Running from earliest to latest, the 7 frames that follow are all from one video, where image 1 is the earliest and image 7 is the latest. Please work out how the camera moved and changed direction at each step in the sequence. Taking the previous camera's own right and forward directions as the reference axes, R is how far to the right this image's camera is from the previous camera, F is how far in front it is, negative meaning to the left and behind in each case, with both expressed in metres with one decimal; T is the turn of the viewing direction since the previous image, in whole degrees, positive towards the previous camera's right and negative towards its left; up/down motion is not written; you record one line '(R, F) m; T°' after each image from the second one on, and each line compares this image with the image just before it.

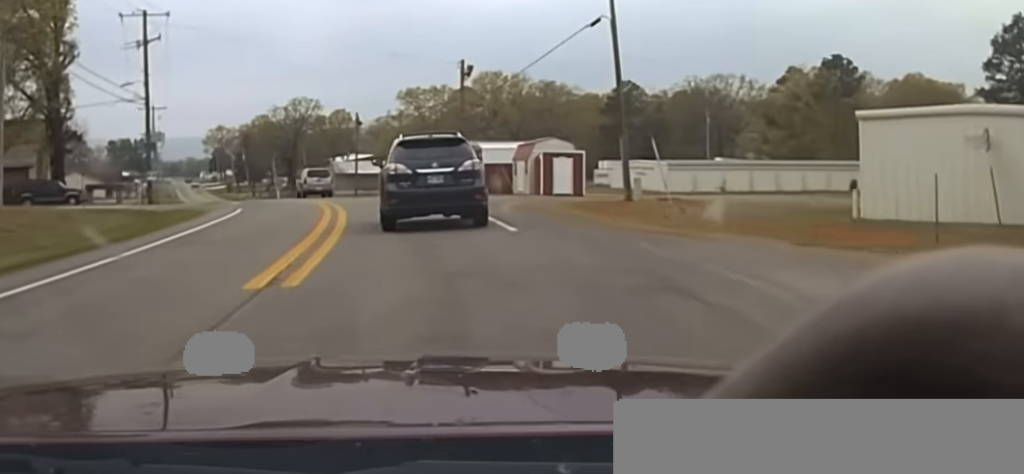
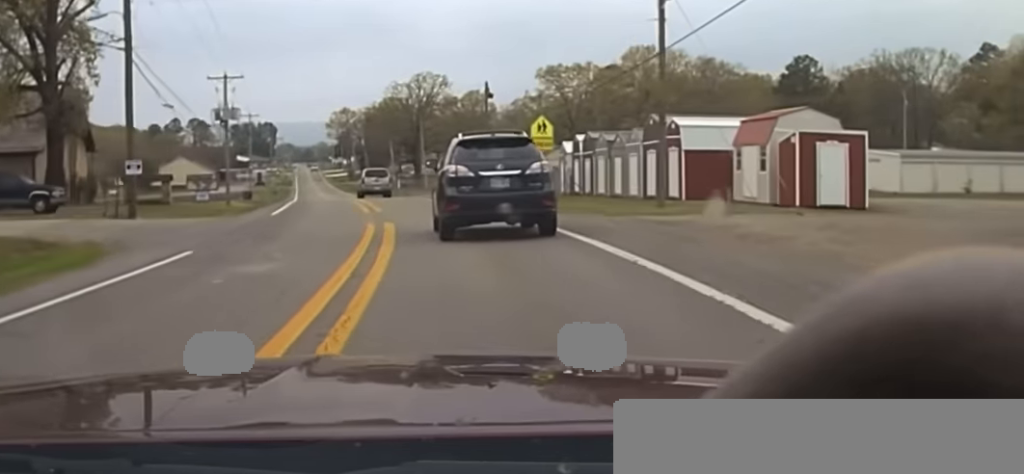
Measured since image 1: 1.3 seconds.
(-1.0, +26.5) m; -7°
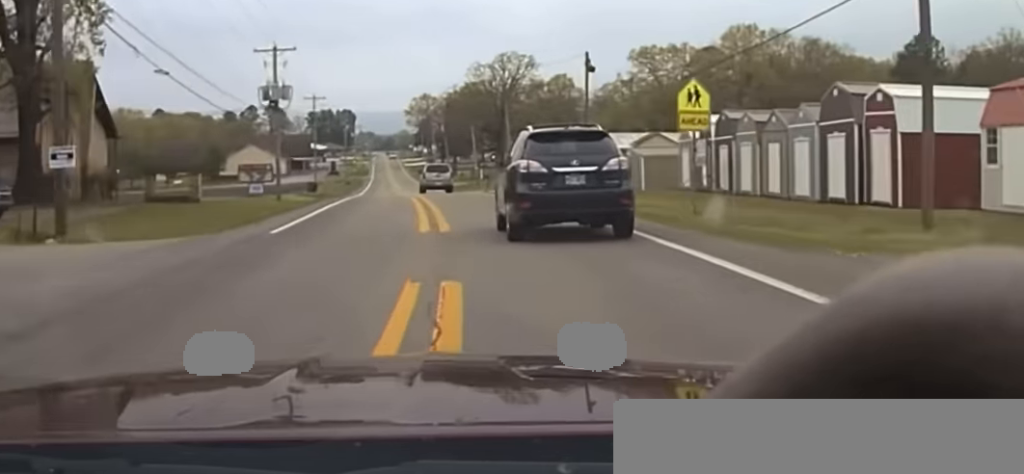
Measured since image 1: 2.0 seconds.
(-0.9, +12.2) m; -4°
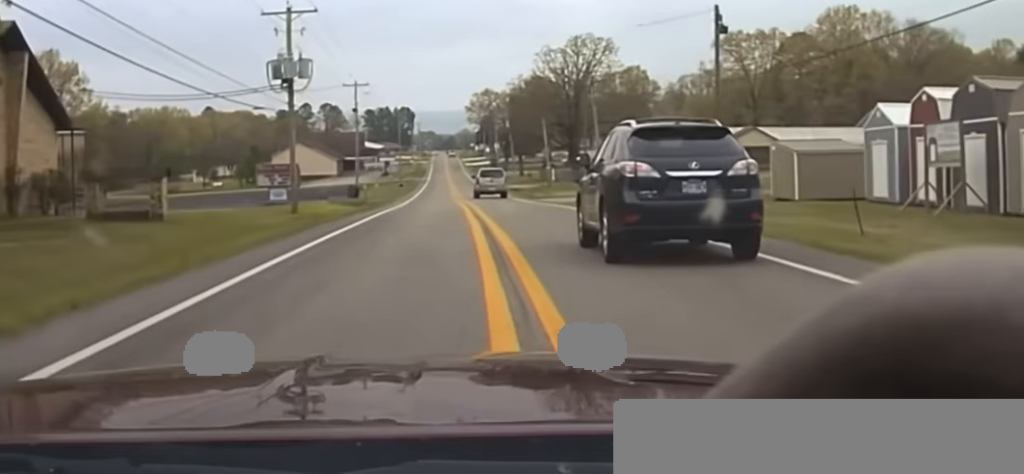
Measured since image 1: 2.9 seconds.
(-0.7, +16.2) m; -3°
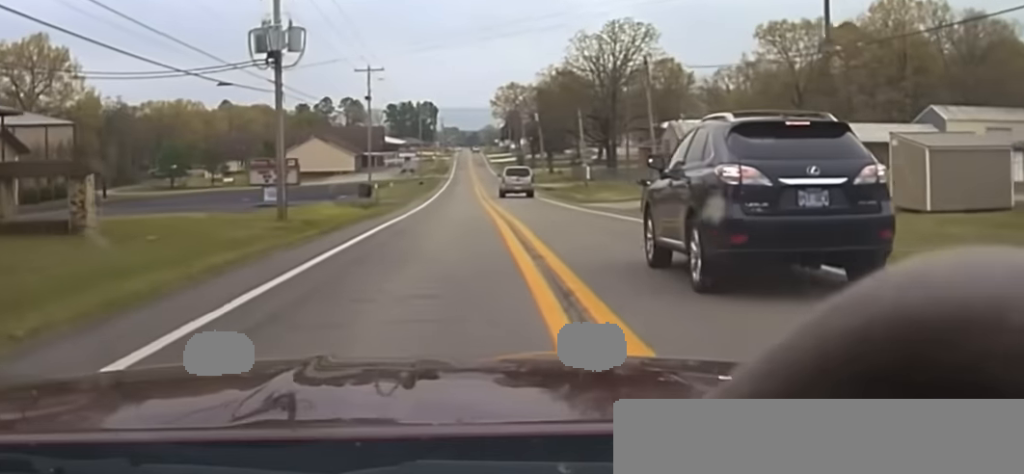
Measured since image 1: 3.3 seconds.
(-0.1, +8.8) m; -1°
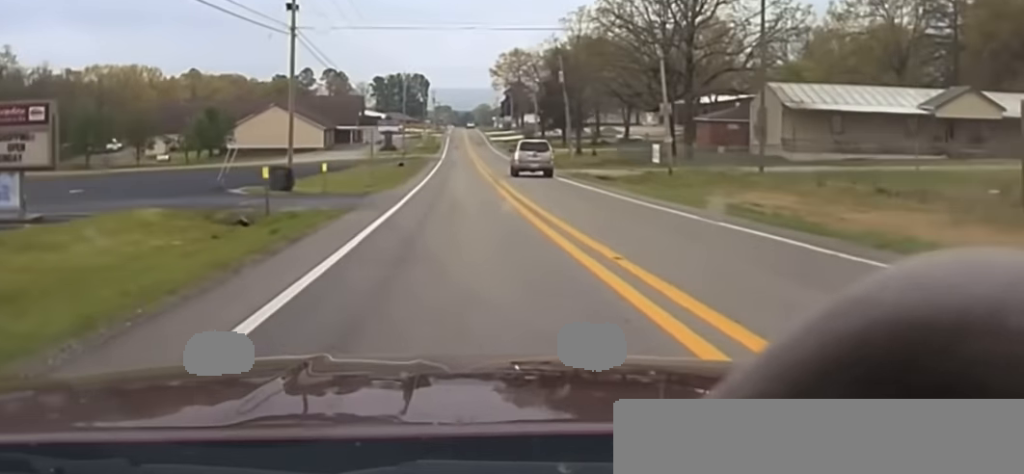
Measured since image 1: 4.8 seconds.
(0.0, +36.9) m; 0°
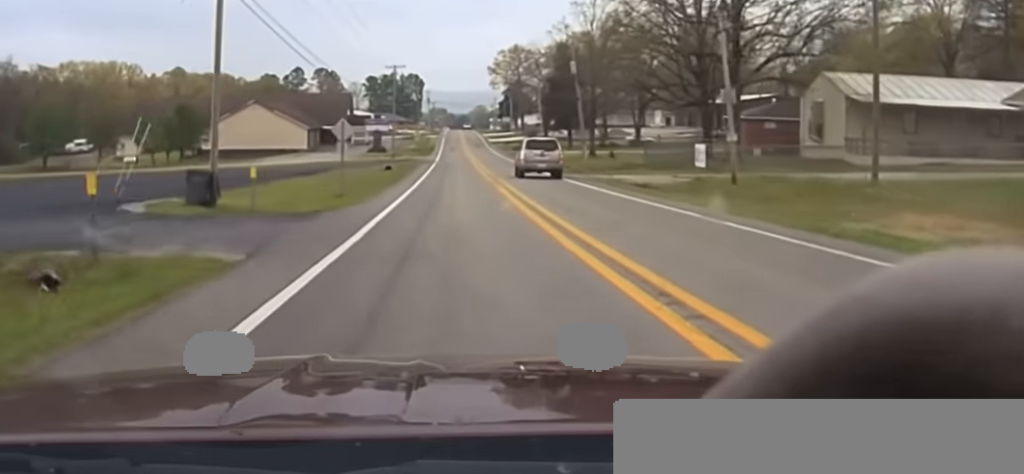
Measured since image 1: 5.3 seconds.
(0.0, +13.7) m; 0°
